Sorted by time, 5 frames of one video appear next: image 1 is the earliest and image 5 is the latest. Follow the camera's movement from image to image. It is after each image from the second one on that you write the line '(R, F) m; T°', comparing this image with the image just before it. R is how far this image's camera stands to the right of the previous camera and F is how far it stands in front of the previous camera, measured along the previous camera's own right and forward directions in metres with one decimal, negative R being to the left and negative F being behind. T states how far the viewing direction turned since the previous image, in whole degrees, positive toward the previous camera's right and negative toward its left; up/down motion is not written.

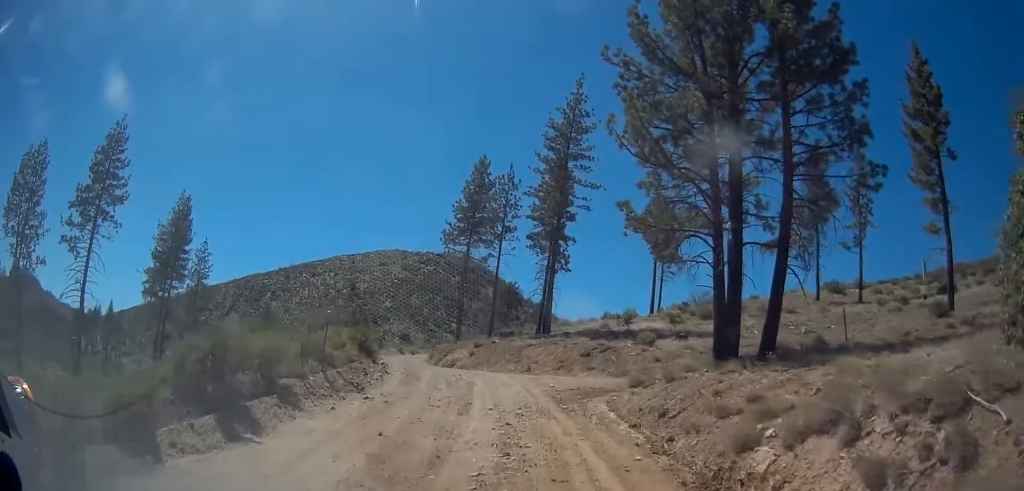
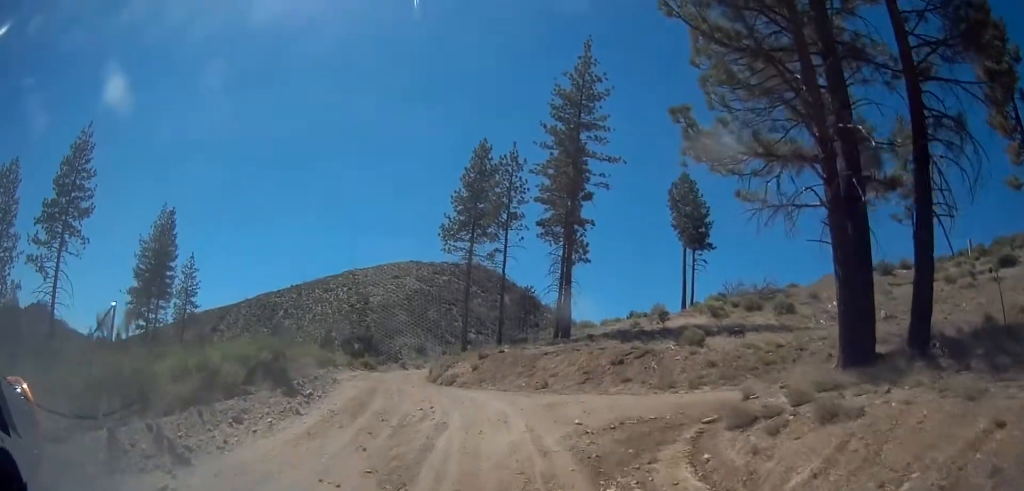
(-0.2, +7.9) m; -3°
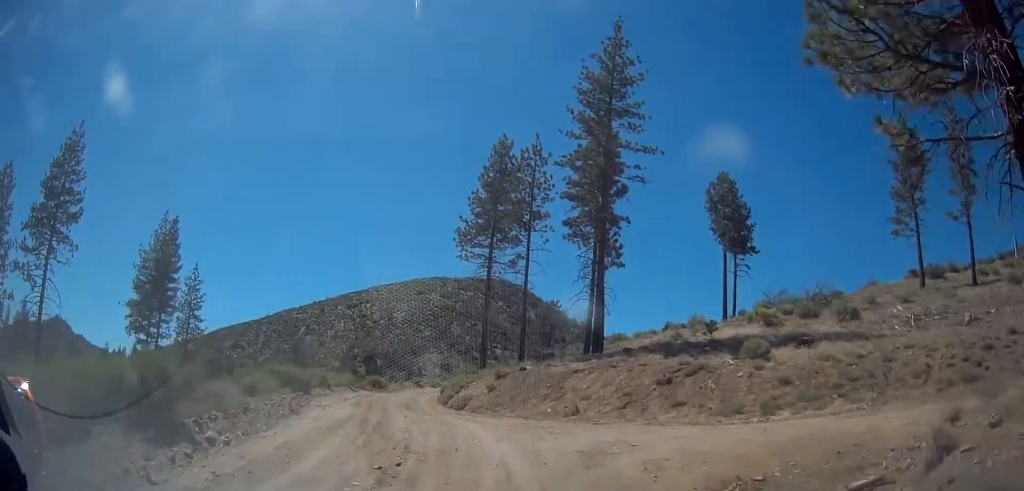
(-0.1, +5.4) m; -5°
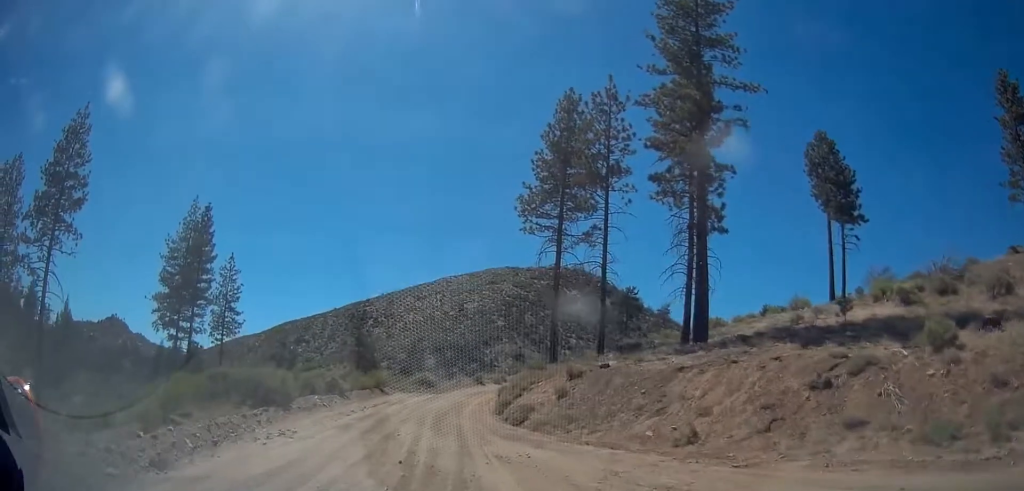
(-0.5, +8.1) m; -6°
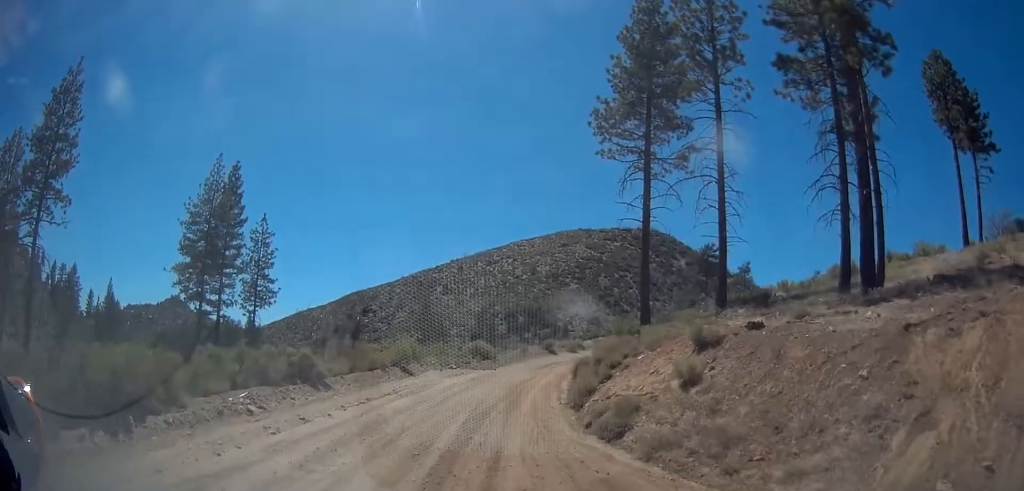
(-0.2, +8.8) m; -3°
